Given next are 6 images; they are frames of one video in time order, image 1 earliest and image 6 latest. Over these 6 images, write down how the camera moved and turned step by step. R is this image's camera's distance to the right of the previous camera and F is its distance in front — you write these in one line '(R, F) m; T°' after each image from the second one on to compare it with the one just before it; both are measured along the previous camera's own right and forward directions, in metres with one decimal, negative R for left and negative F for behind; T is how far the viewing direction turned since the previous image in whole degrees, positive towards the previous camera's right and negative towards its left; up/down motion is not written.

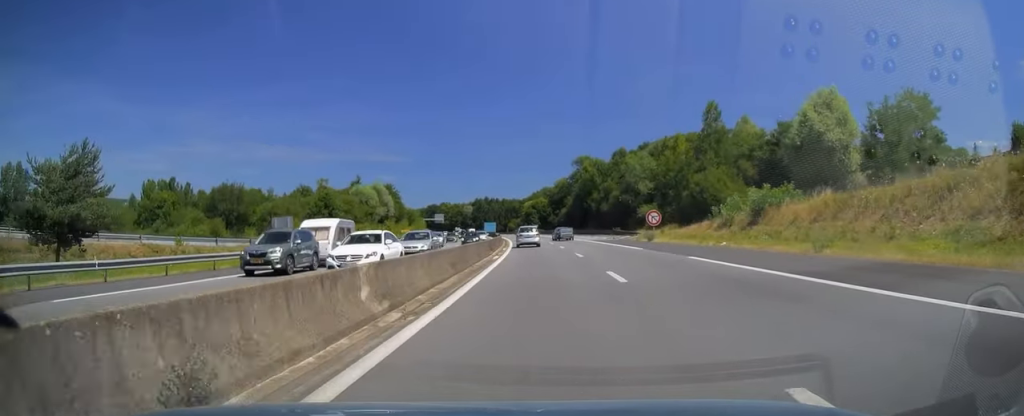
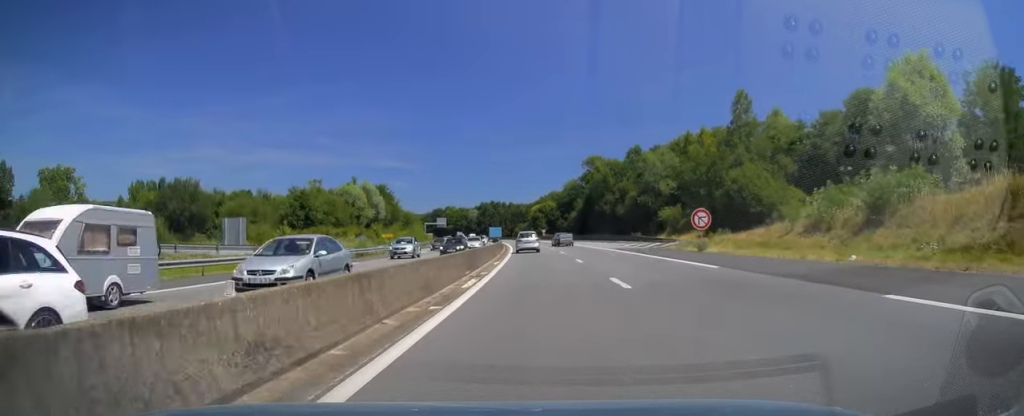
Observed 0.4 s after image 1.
(+0.1, +13.2) m; 0°
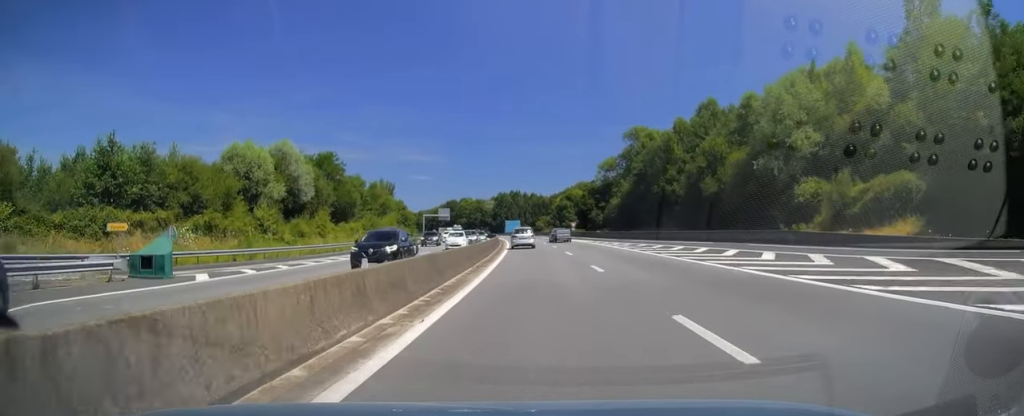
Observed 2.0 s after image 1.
(-0.7, +46.6) m; -2°
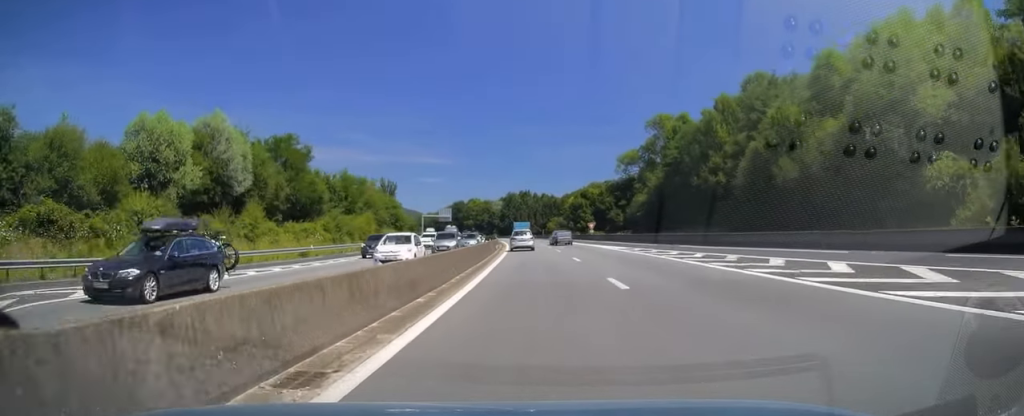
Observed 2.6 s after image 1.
(0.0, +18.2) m; -1°
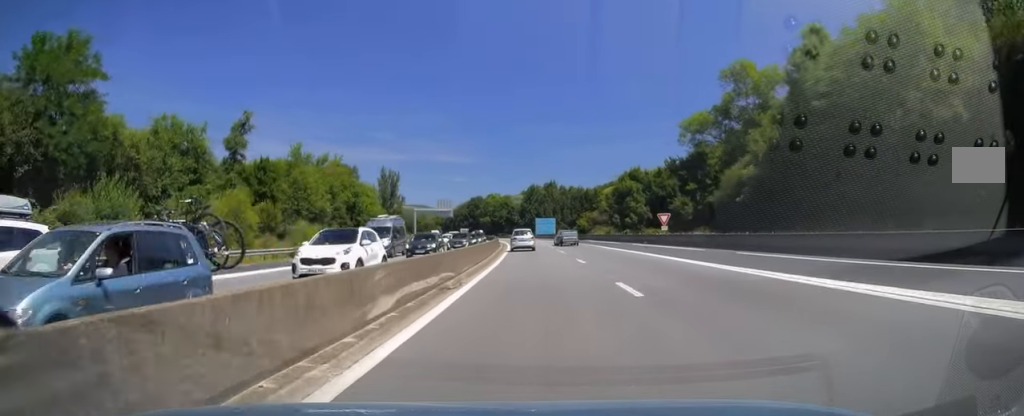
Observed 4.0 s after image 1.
(-1.0, +40.6) m; -3°
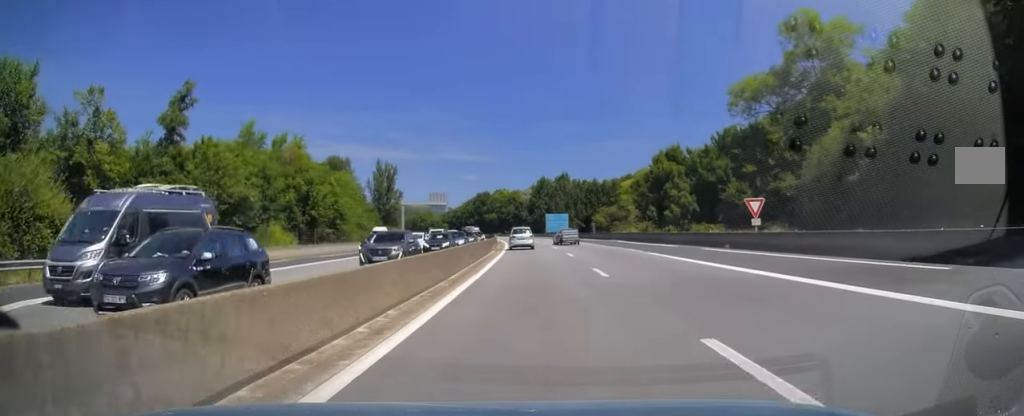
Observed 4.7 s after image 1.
(-0.2, +20.9) m; -1°
